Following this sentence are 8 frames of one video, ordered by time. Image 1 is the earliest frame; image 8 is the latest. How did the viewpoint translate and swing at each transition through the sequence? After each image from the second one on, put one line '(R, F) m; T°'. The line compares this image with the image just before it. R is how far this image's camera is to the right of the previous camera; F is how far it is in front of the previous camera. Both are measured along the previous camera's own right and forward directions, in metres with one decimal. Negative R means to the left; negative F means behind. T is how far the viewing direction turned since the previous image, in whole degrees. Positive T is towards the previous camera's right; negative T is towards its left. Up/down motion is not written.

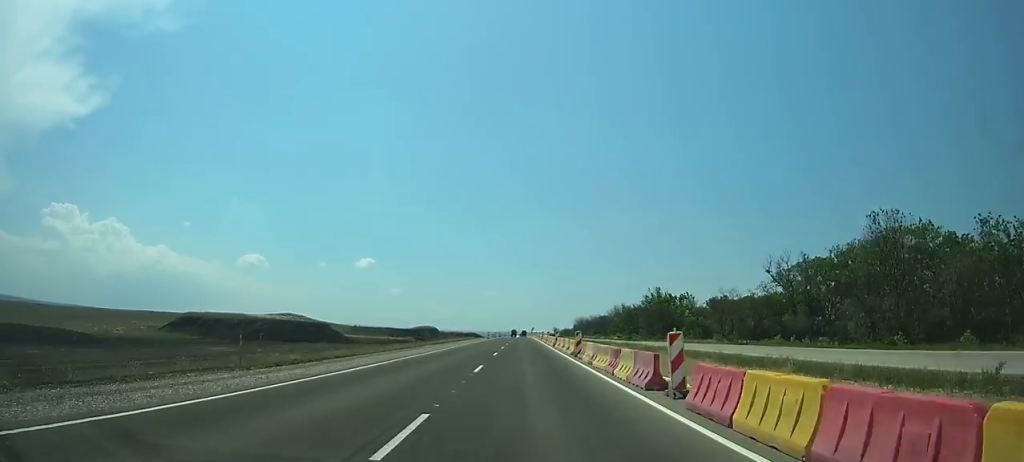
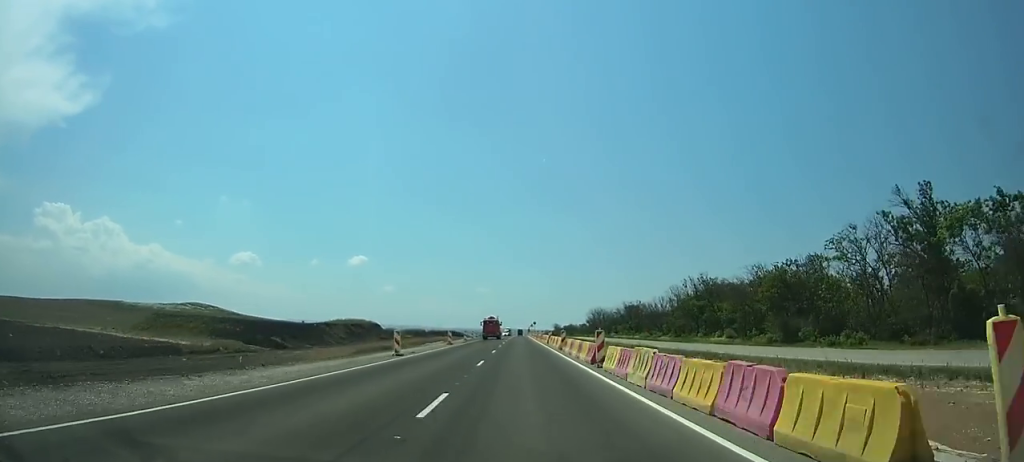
(+0.1, +91.9) m; 0°
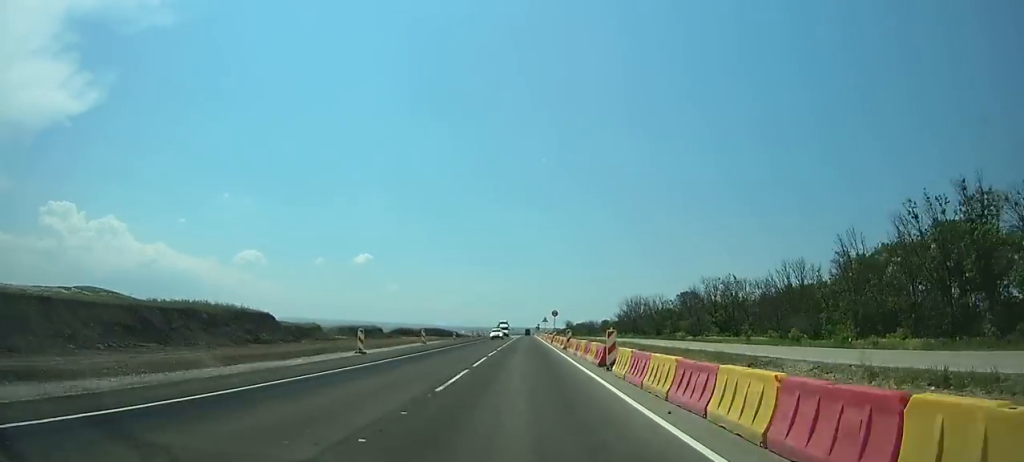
(+0.1, +68.8) m; 0°
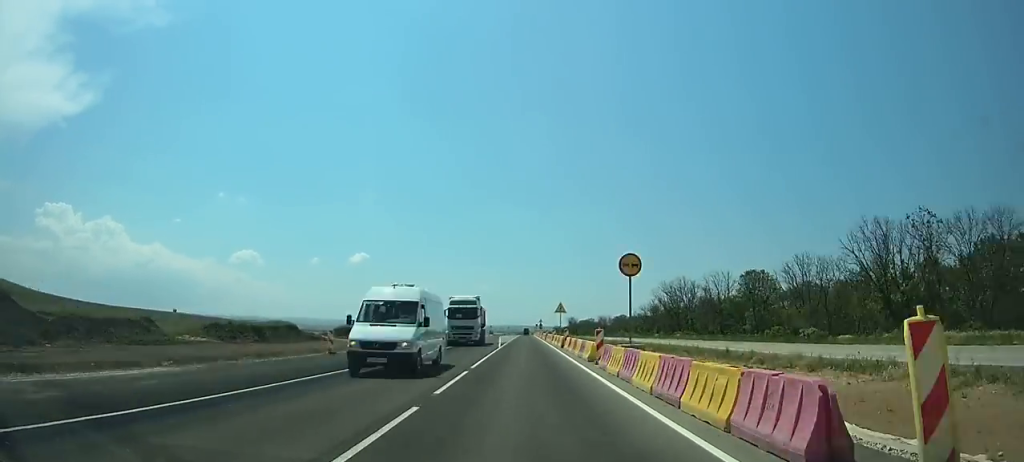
(0.0, +50.3) m; 0°
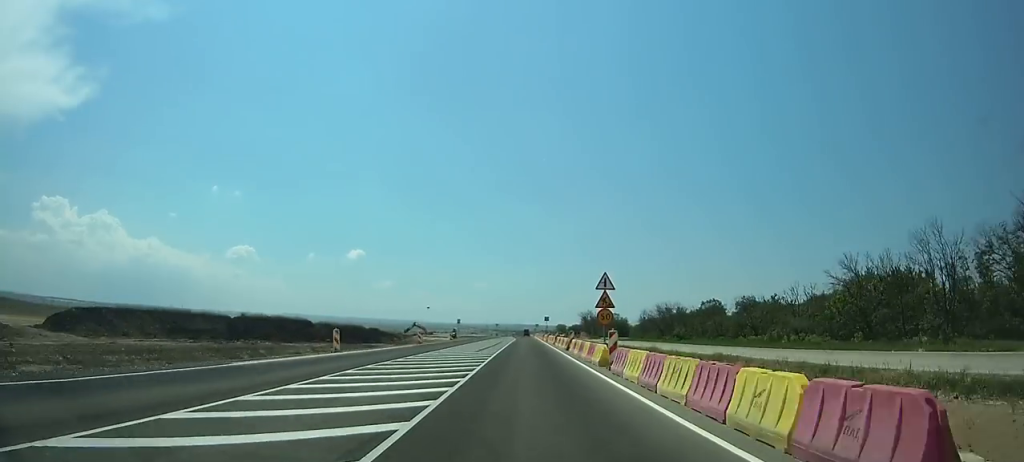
(+0.5, +104.2) m; +1°
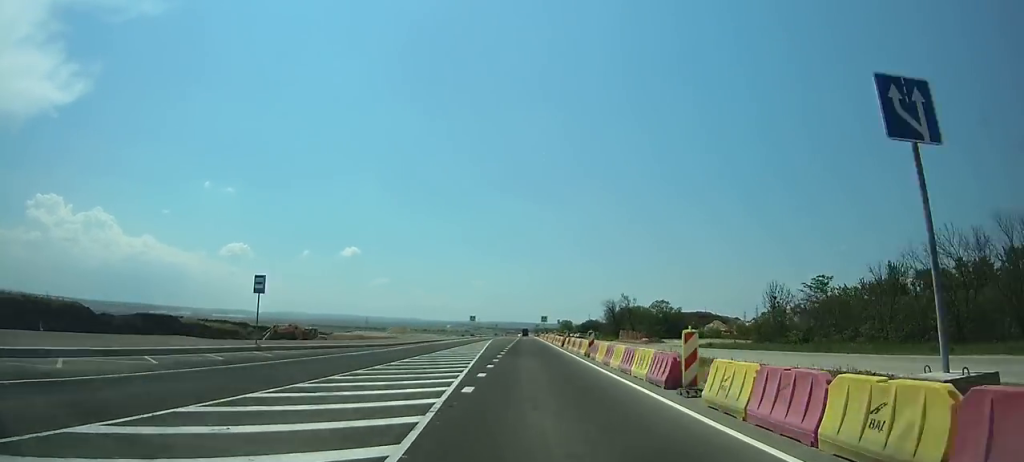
(+0.6, +91.8) m; 0°
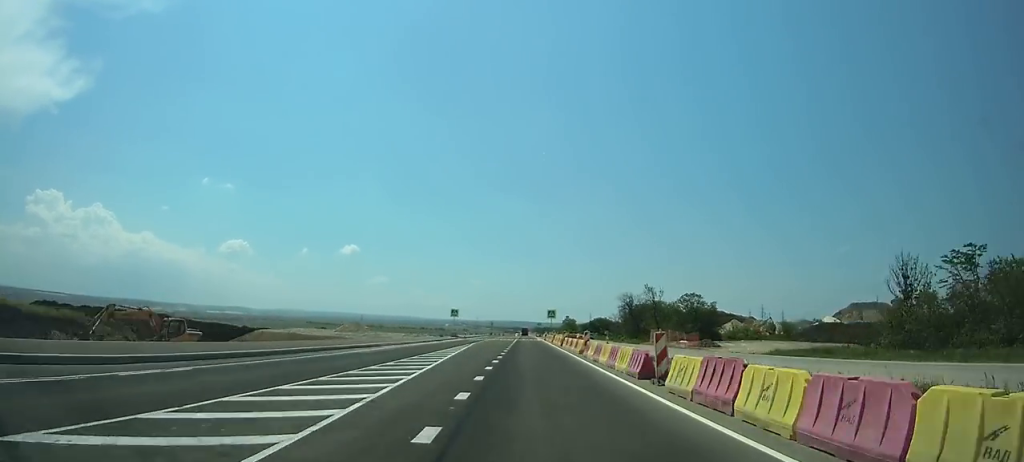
(0.0, +29.0) m; 0°
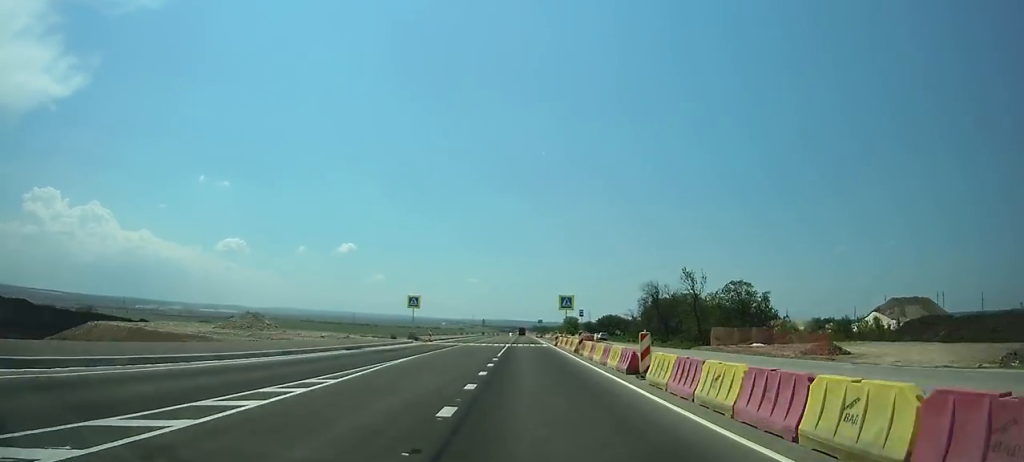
(0.0, +31.0) m; 0°
